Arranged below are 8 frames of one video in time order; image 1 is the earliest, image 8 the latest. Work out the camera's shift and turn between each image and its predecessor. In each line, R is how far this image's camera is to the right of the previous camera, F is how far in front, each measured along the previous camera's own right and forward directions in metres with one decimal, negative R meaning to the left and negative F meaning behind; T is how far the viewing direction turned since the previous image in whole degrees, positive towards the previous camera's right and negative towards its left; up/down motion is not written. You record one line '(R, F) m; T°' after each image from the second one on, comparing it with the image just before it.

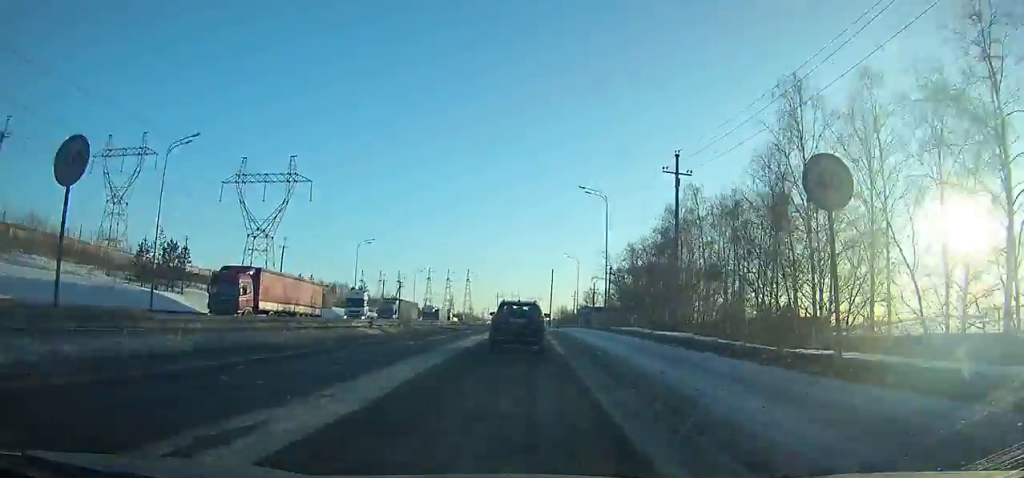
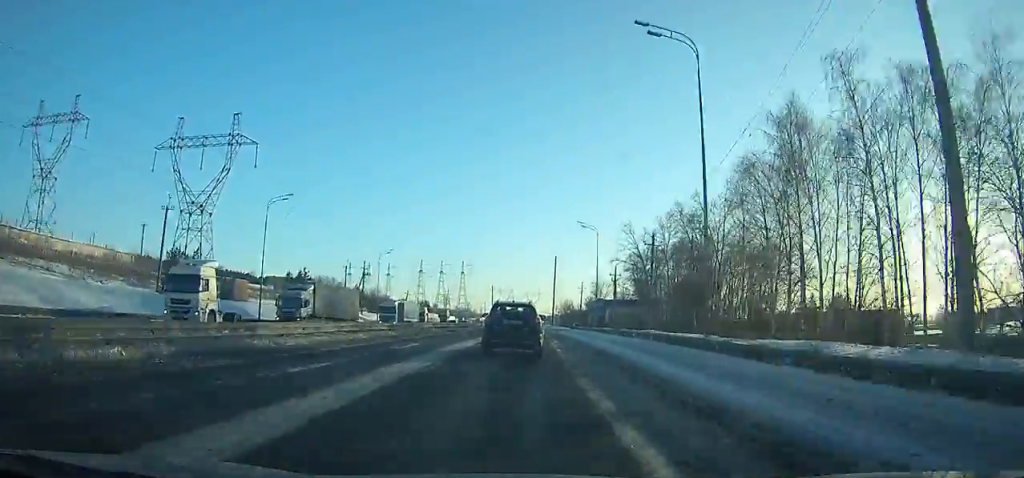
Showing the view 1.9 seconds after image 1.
(-0.1, +28.2) m; -1°
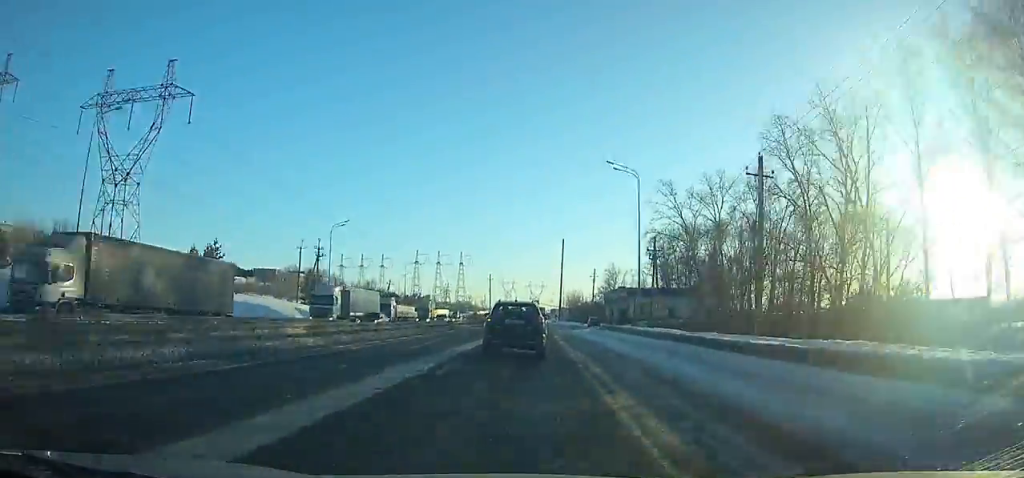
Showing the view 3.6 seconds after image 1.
(+0.4, +24.2) m; -2°
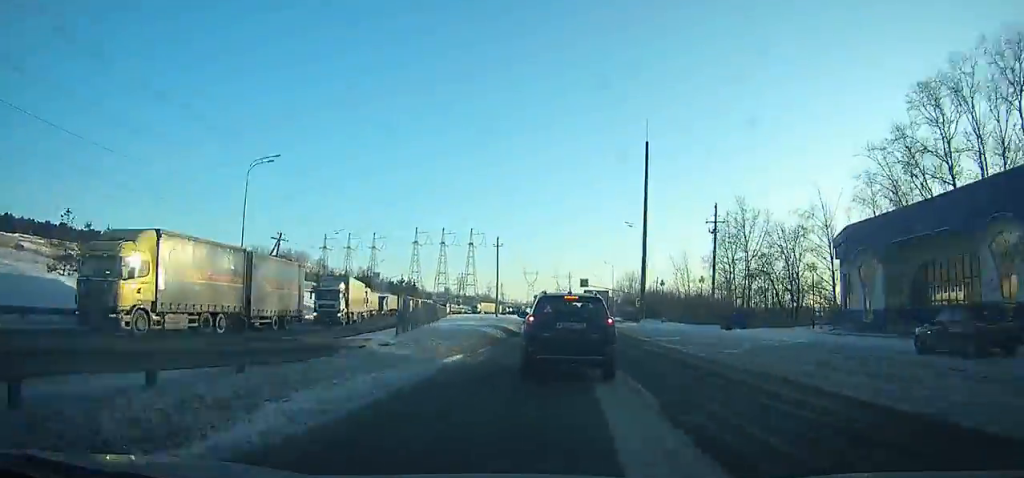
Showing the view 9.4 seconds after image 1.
(+0.9, +66.8) m; +5°
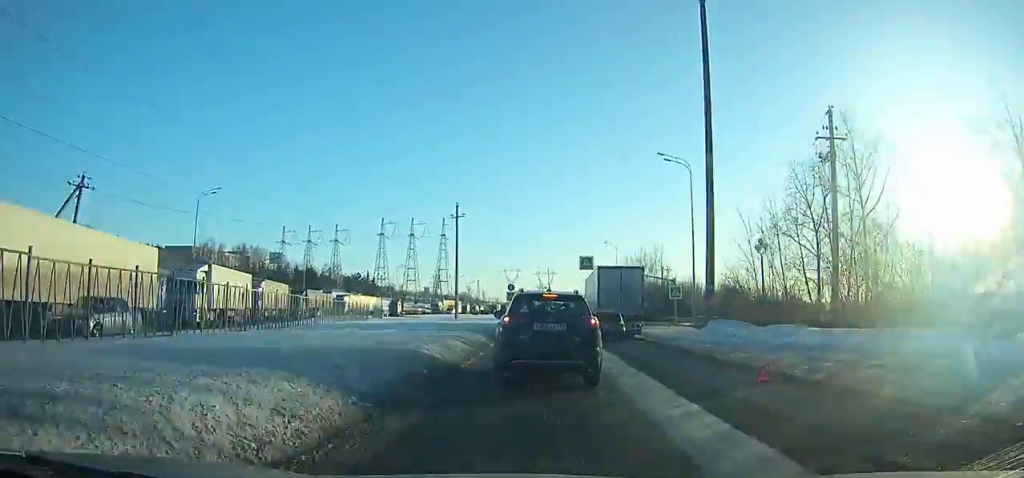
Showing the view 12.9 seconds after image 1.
(+0.1, +28.6) m; -1°
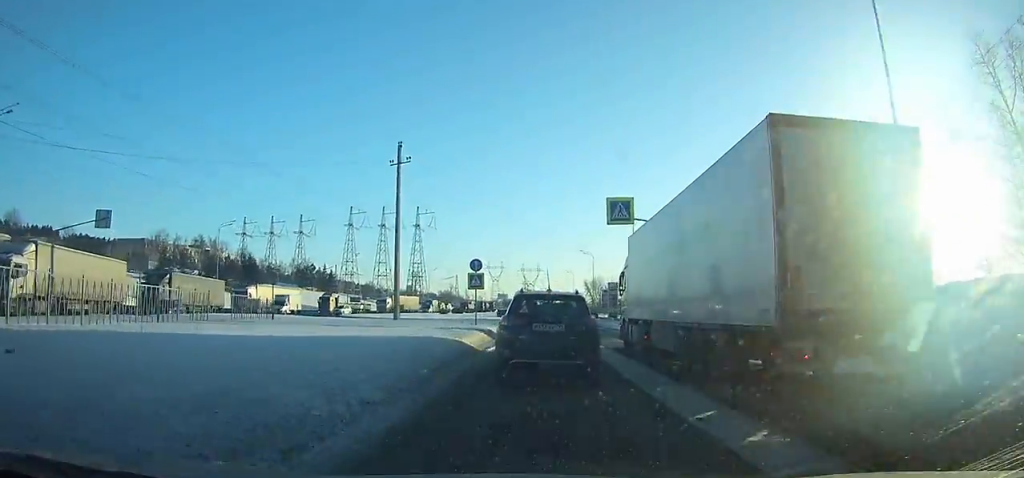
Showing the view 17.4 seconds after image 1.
(-0.2, +28.2) m; +1°
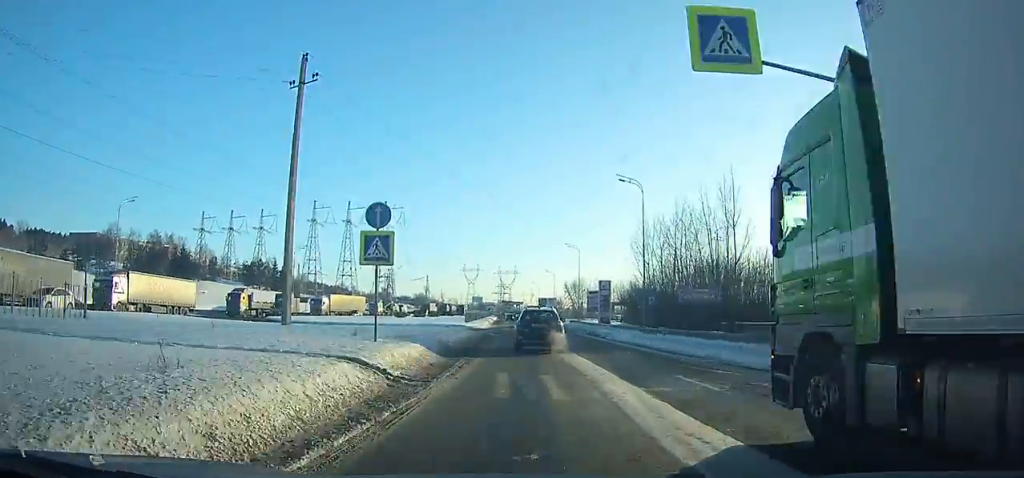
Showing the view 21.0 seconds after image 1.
(+0.8, +25.7) m; +3°
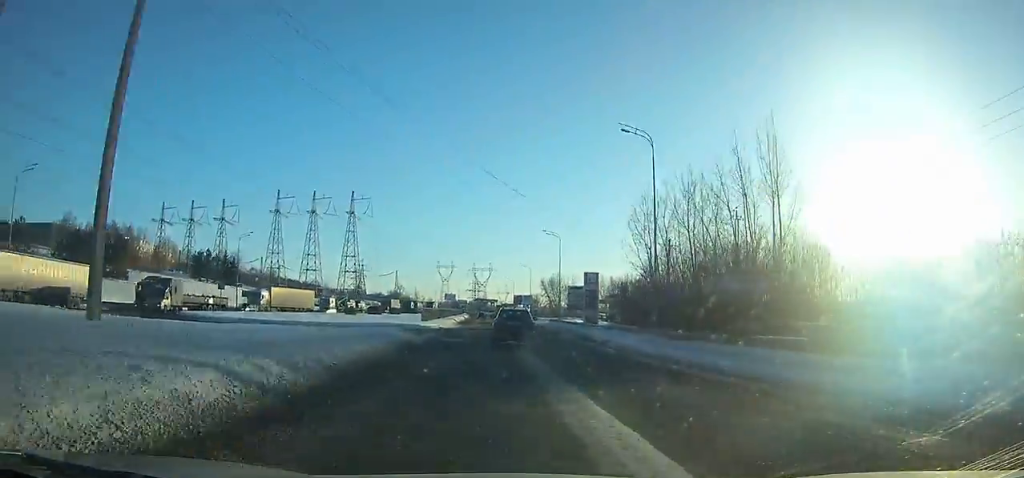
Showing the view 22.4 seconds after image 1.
(+0.1, +12.6) m; 0°
